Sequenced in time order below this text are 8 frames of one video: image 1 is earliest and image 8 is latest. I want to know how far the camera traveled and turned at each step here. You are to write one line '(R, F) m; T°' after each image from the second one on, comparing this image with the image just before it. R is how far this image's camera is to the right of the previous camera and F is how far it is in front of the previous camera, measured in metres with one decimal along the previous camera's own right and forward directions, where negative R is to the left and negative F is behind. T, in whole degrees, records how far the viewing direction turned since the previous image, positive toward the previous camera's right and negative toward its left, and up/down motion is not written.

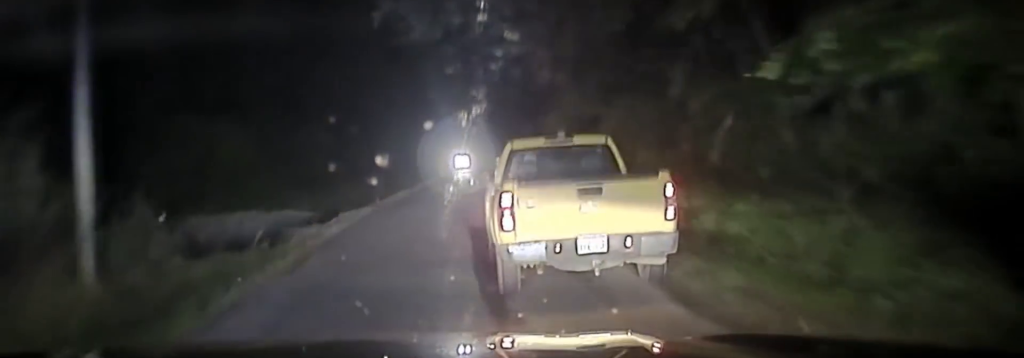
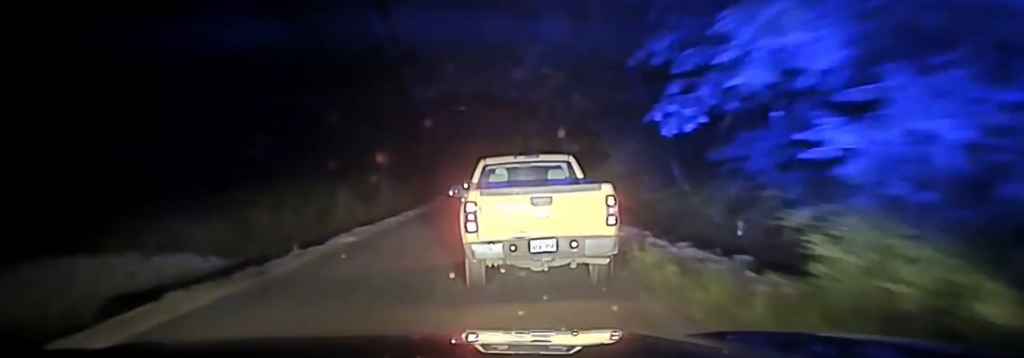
(-0.2, +20.2) m; -1°
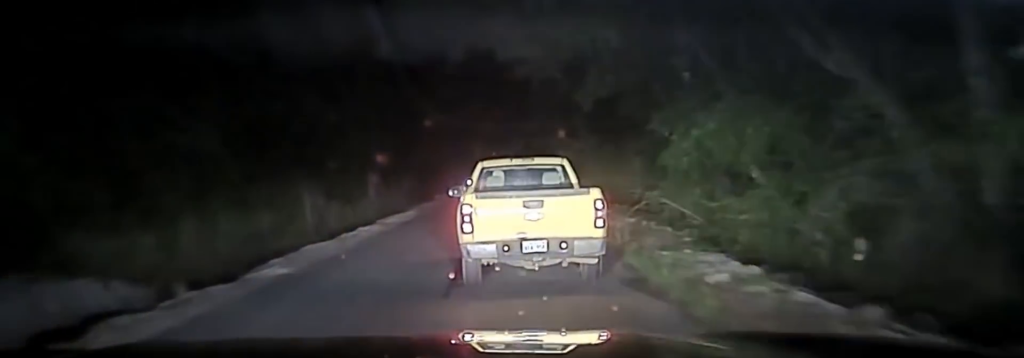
(-0.2, +9.2) m; 0°
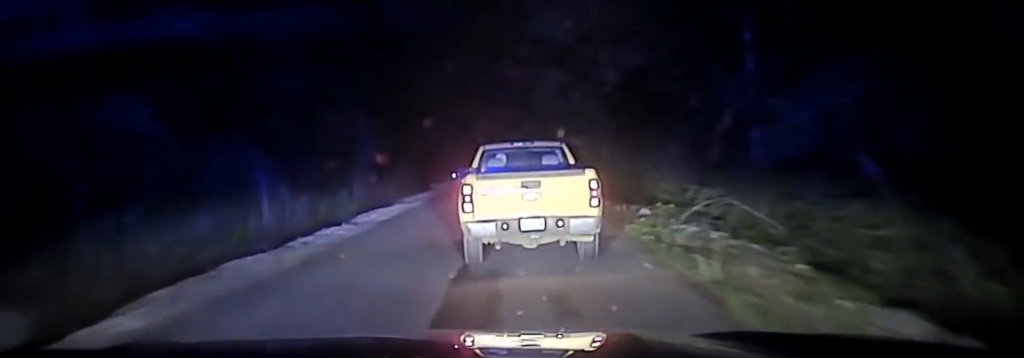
(+0.1, +7.6) m; +1°
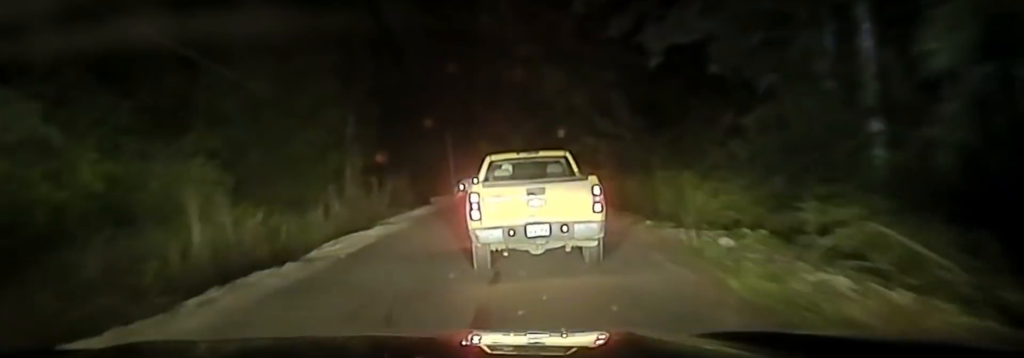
(+0.1, +7.6) m; +1°
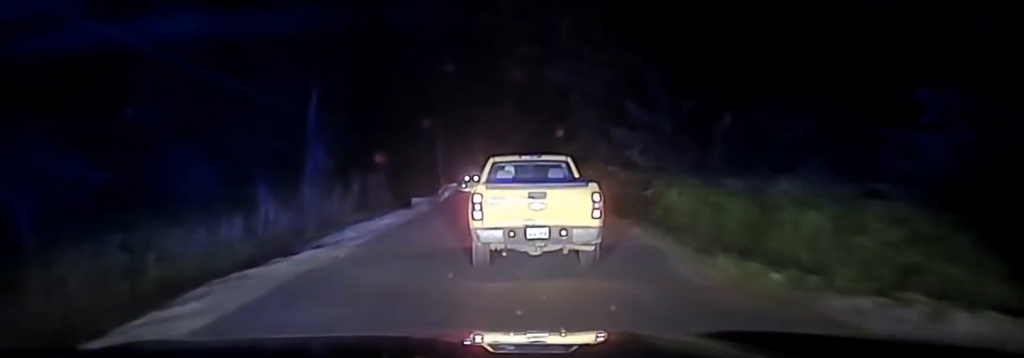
(0.0, +10.5) m; 0°
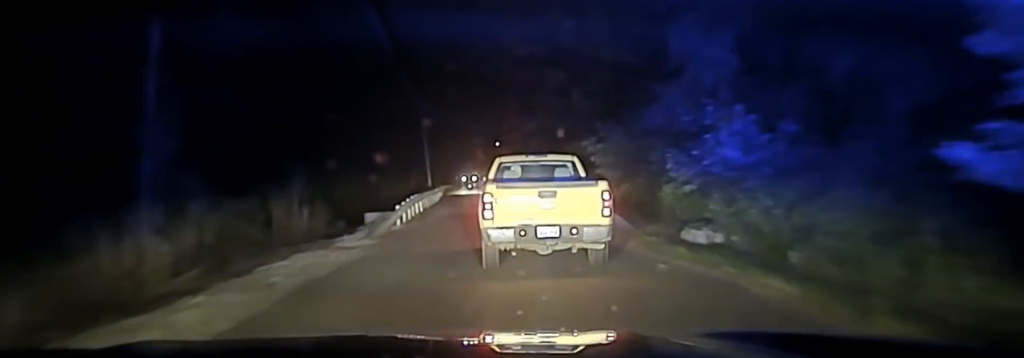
(-0.3, +21.9) m; 0°
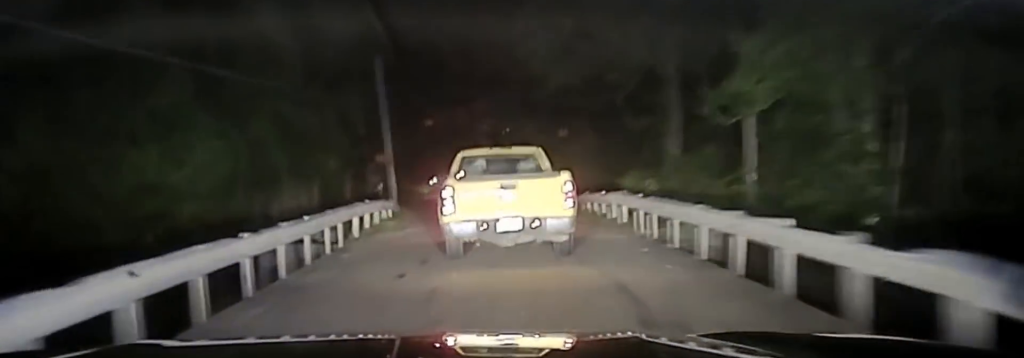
(+0.1, +31.7) m; -1°
